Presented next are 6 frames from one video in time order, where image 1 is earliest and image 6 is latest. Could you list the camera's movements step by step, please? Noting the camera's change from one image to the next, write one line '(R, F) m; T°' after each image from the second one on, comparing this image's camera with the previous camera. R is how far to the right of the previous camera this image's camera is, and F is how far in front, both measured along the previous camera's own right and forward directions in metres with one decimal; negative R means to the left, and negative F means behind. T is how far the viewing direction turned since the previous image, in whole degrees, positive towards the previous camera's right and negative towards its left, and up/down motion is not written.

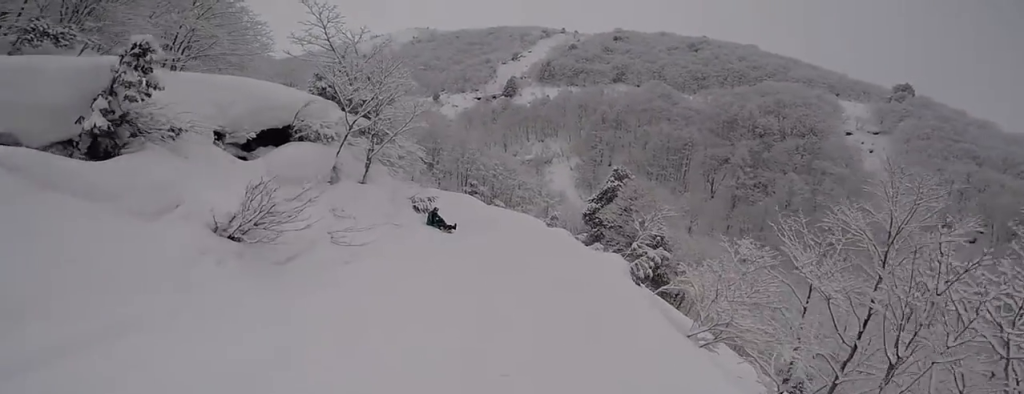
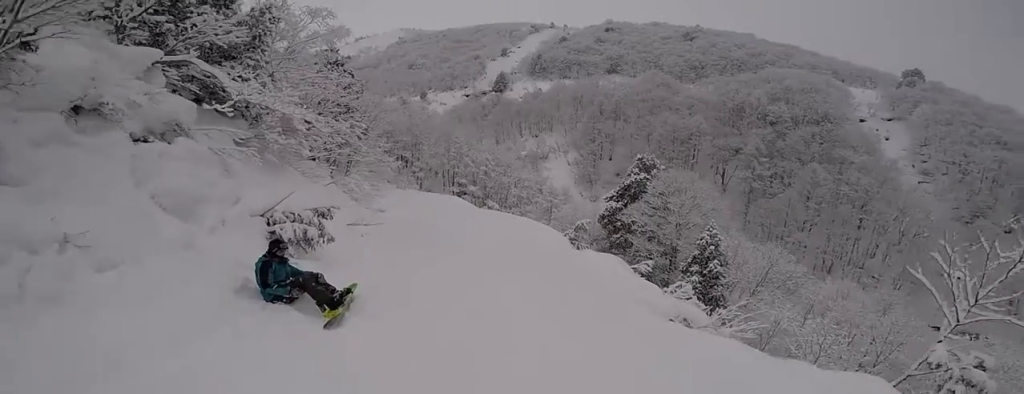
(+0.1, +10.4) m; -1°
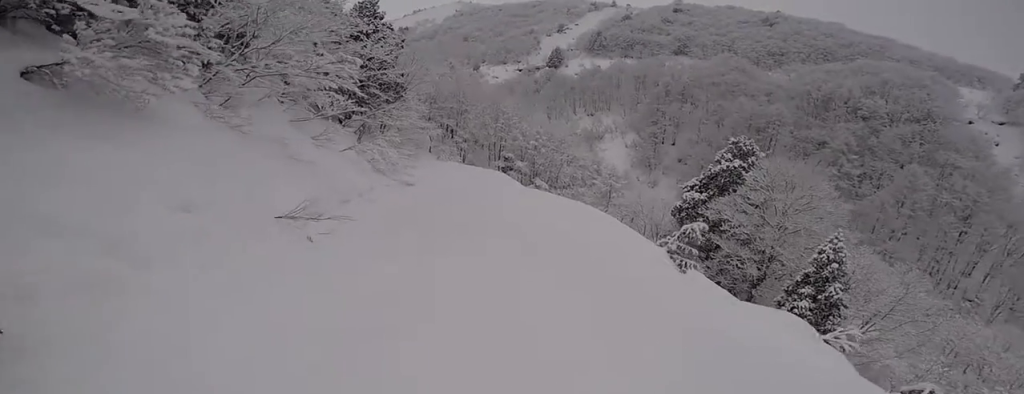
(-1.4, +5.8) m; -15°
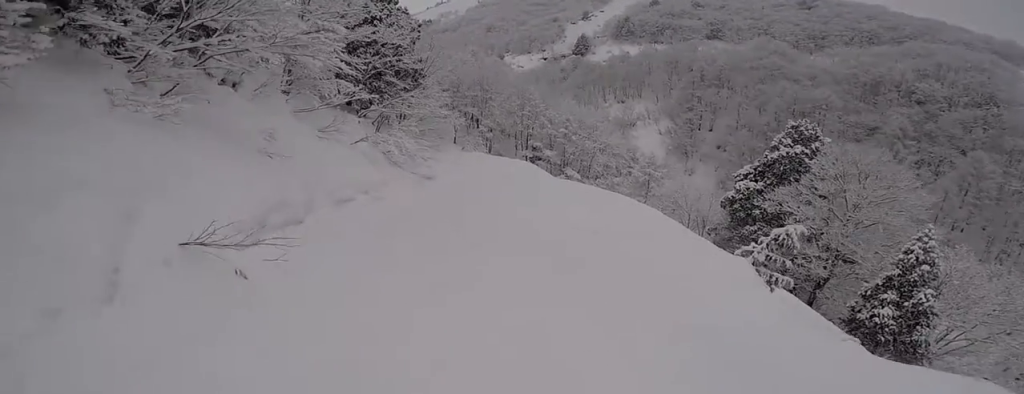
(0.0, +2.4) m; 0°
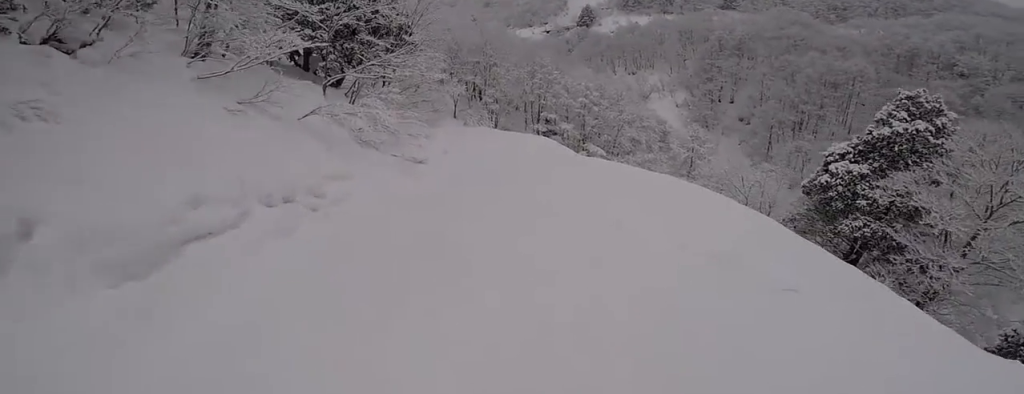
(0.0, +5.8) m; +4°
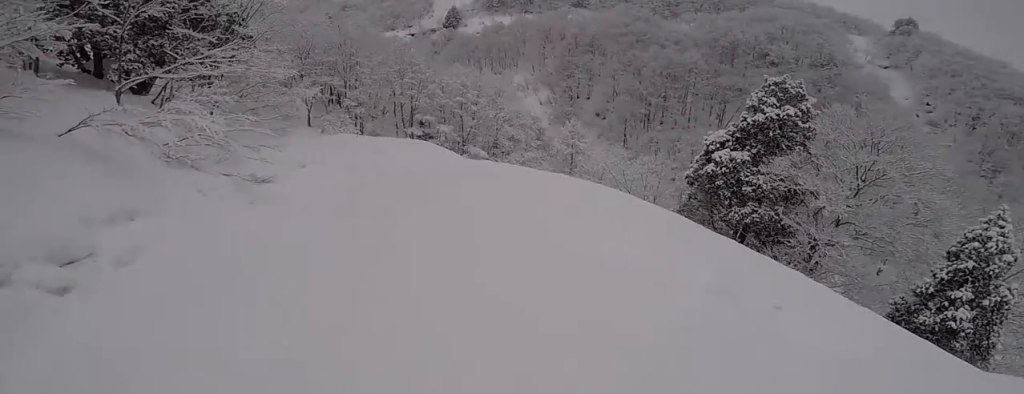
(+0.1, +2.2) m; +8°
